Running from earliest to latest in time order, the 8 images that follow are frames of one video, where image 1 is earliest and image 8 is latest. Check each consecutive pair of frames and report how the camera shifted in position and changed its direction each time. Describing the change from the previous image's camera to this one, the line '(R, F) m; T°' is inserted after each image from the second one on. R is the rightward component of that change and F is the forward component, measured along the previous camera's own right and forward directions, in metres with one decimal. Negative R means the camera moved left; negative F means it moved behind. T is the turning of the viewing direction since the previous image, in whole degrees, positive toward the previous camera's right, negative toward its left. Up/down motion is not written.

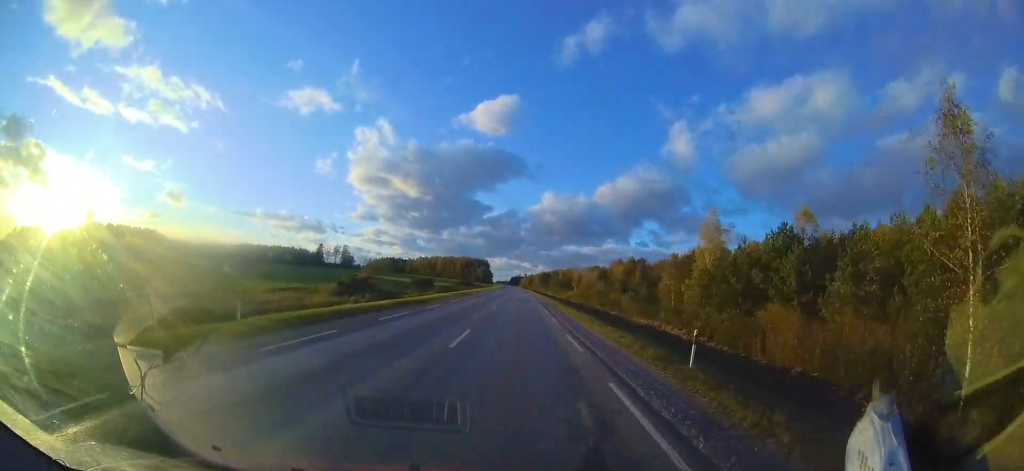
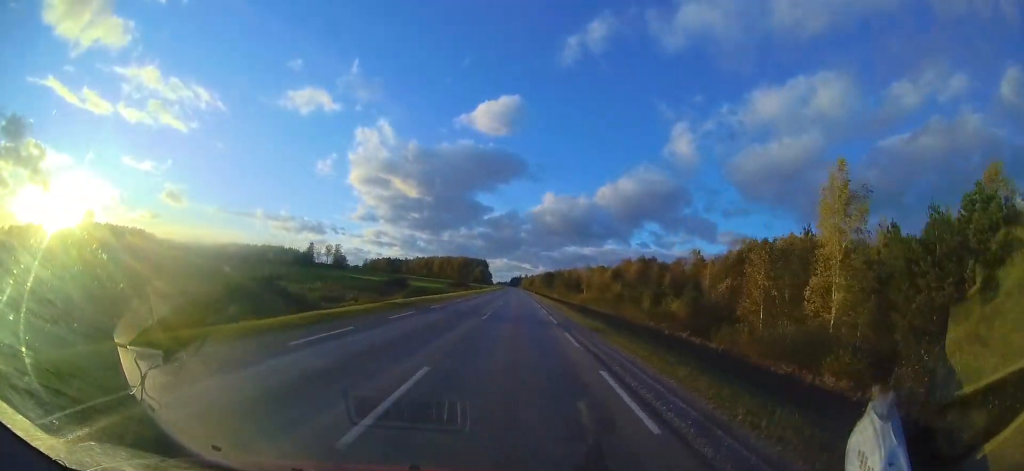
(+0.3, +17.1) m; -1°
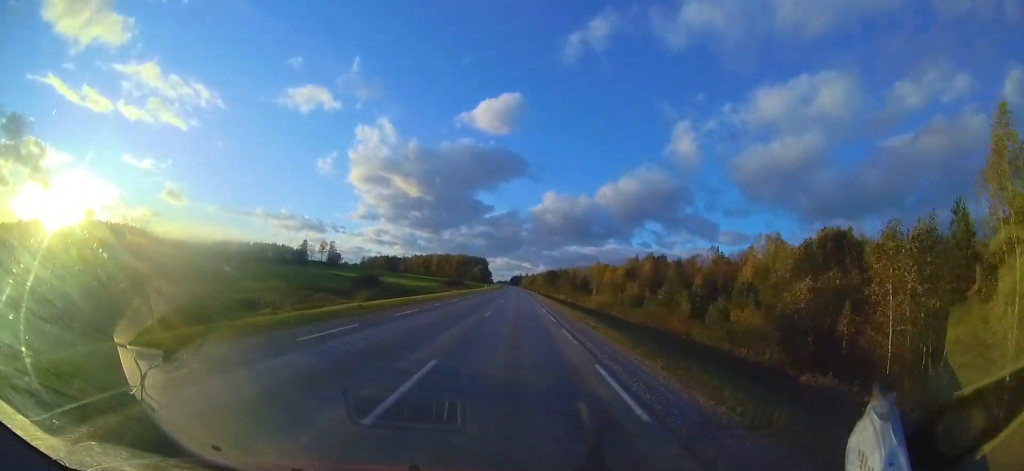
(-0.1, +12.1) m; -1°
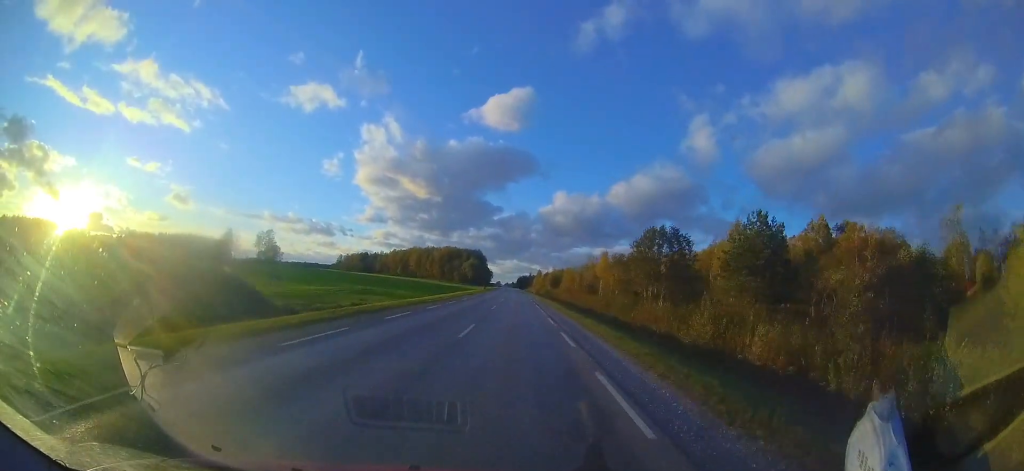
(-3.3, +101.9) m; -2°
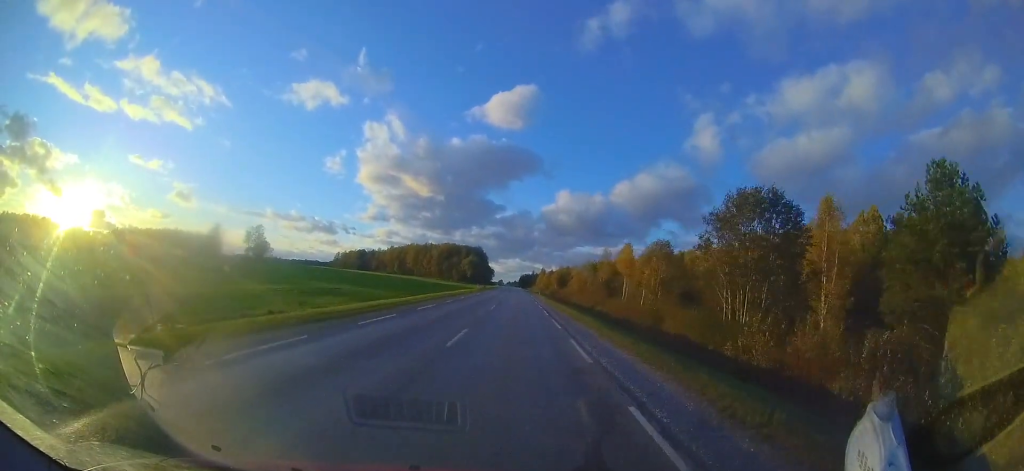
(+0.2, +14.1) m; -1°
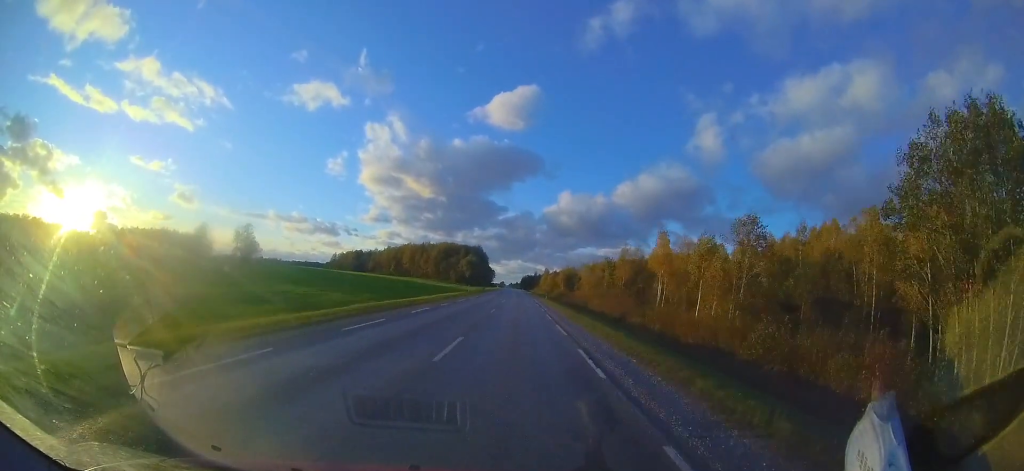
(+0.1, +13.2) m; -1°
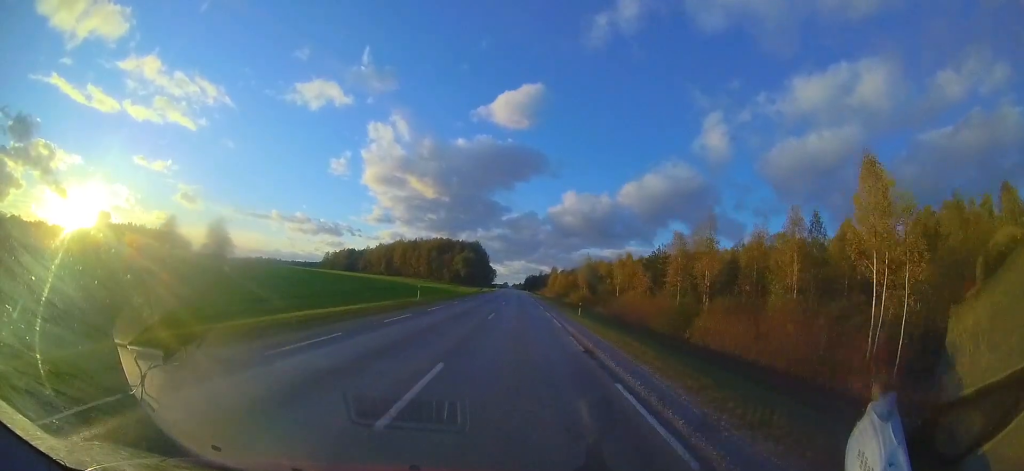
(-0.7, +27.1) m; -1°
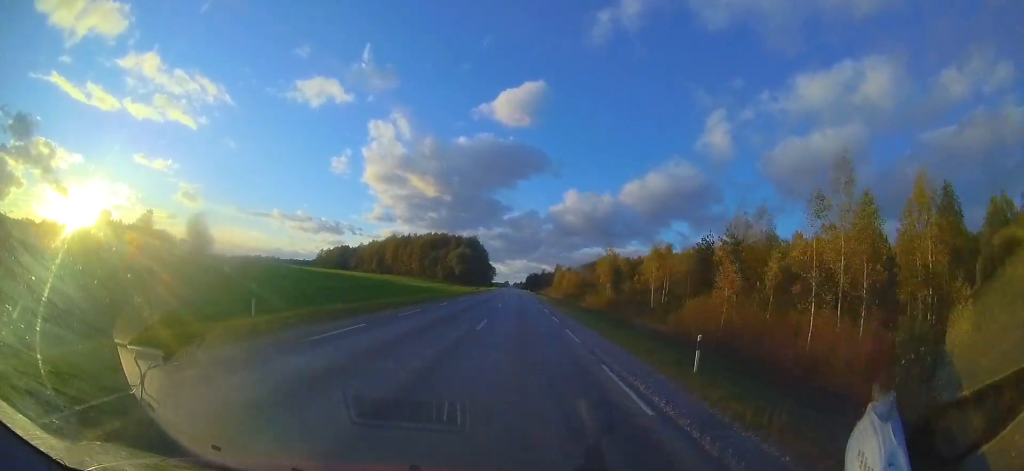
(+0.2, +16.6) m; +1°
